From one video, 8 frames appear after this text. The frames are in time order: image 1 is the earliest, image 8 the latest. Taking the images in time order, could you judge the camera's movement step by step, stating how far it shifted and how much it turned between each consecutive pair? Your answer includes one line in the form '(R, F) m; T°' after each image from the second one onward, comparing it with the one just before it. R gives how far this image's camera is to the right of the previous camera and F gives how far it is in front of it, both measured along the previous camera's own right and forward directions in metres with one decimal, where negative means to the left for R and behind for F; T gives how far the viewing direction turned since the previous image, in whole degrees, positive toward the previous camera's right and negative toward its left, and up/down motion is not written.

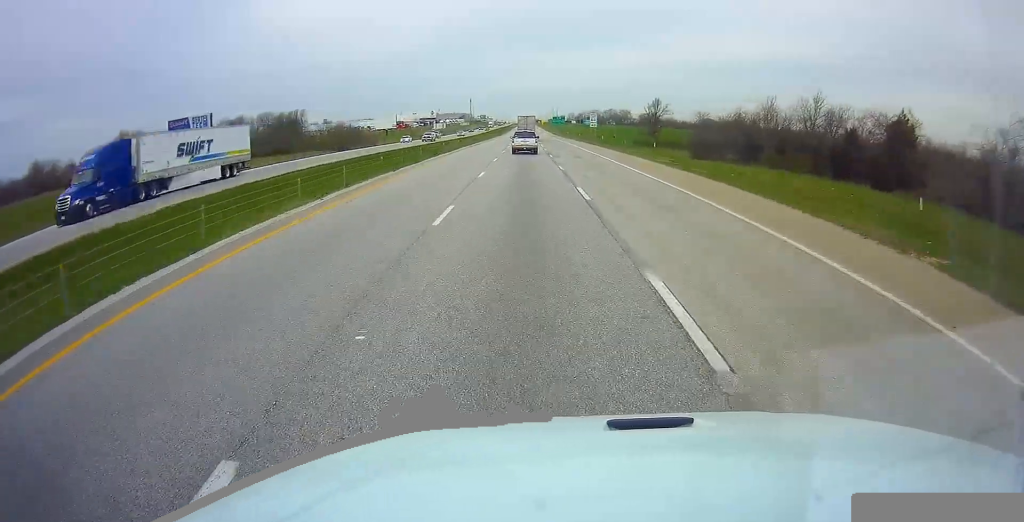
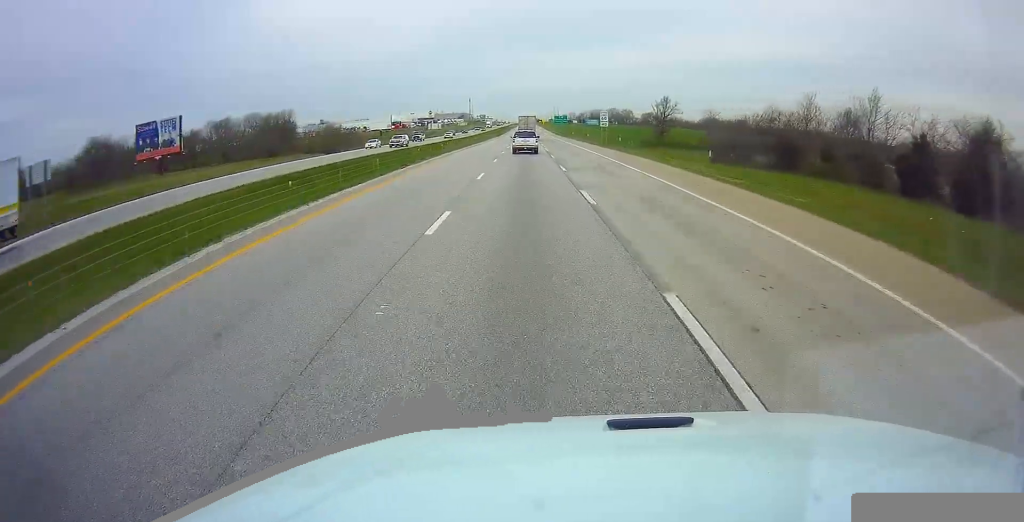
(+0.1, +13.3) m; 0°
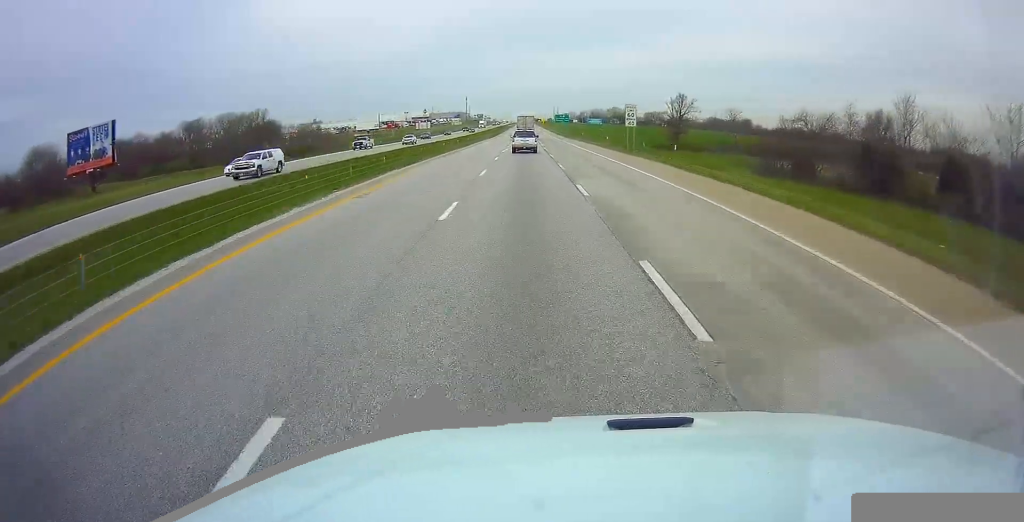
(-0.2, +23.0) m; 0°
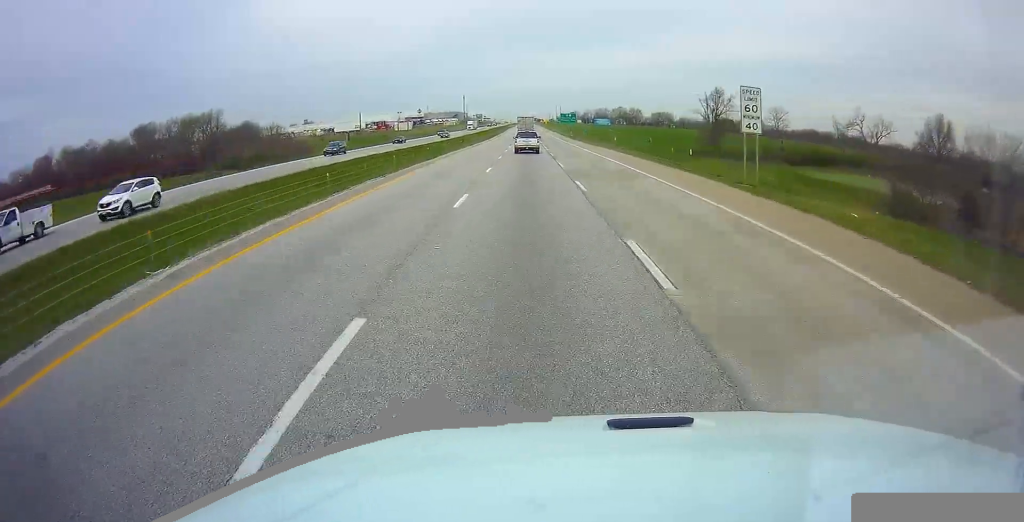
(+0.2, +34.6) m; 0°
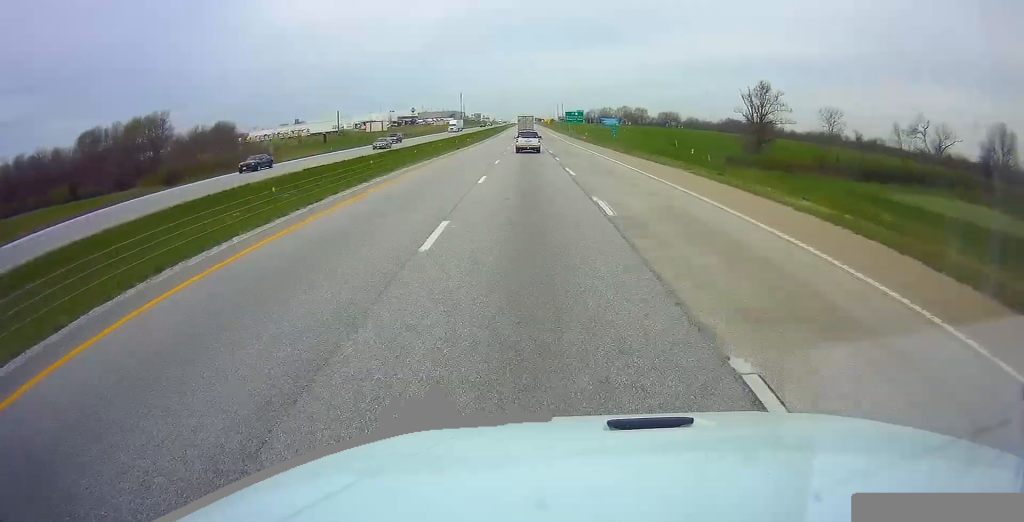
(0.0, +29.8) m; 0°
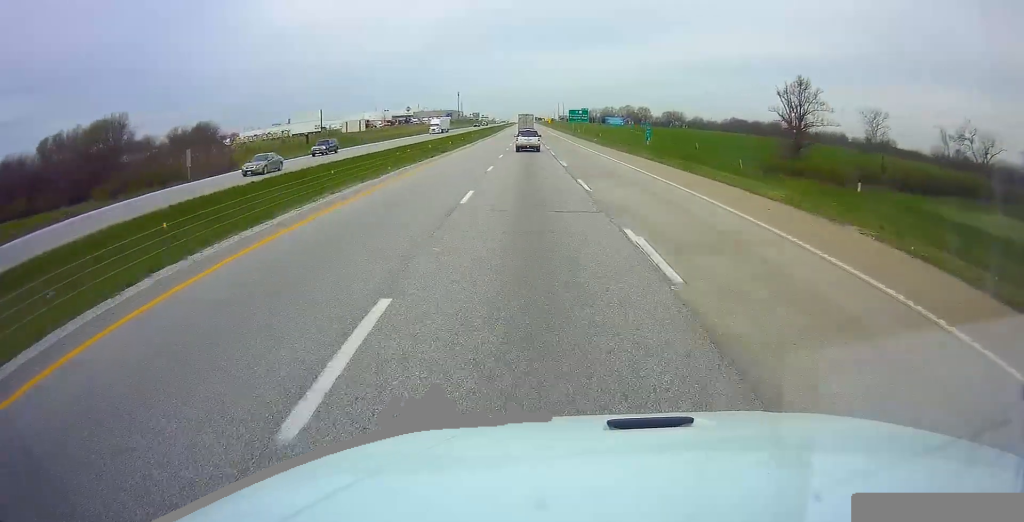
(0.0, +18.3) m; 0°
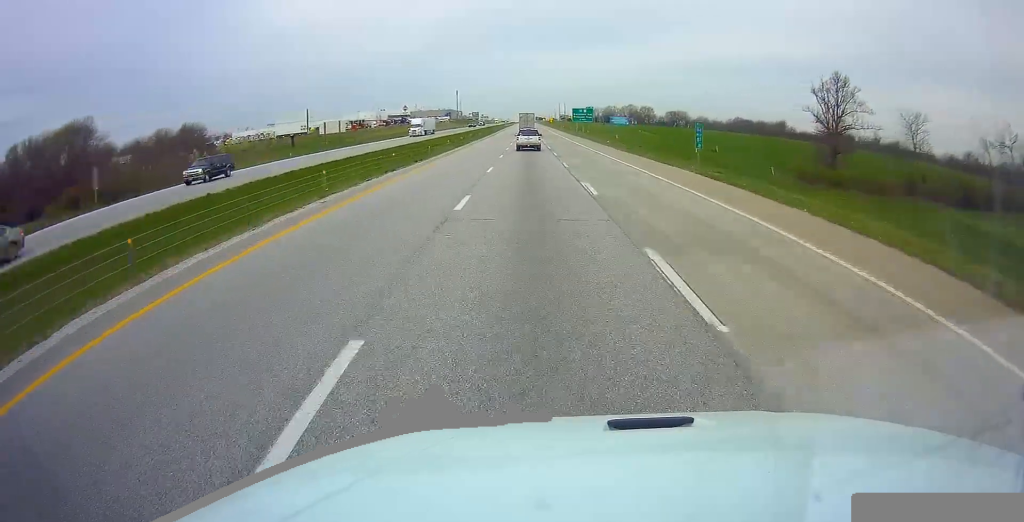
(0.0, +13.4) m; 0°
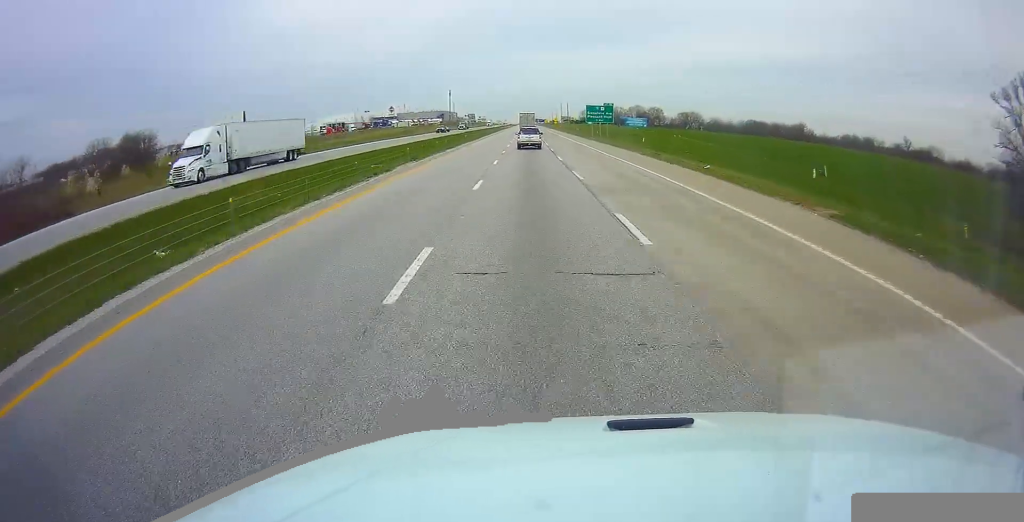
(0.0, +44.2) m; 0°
